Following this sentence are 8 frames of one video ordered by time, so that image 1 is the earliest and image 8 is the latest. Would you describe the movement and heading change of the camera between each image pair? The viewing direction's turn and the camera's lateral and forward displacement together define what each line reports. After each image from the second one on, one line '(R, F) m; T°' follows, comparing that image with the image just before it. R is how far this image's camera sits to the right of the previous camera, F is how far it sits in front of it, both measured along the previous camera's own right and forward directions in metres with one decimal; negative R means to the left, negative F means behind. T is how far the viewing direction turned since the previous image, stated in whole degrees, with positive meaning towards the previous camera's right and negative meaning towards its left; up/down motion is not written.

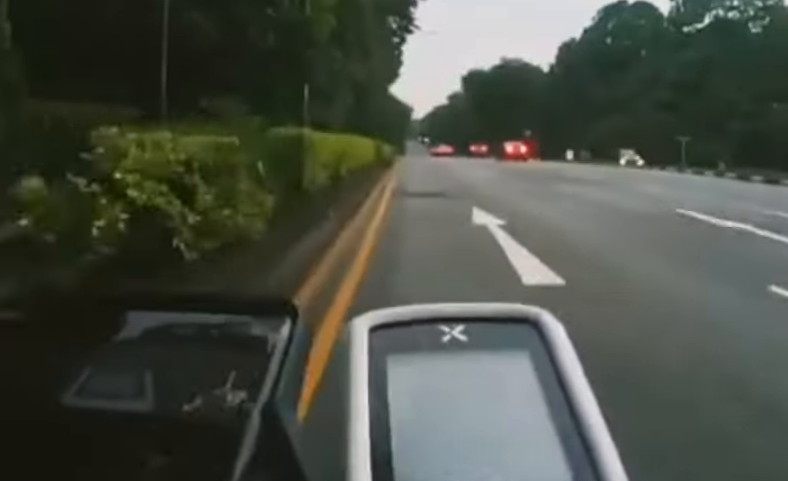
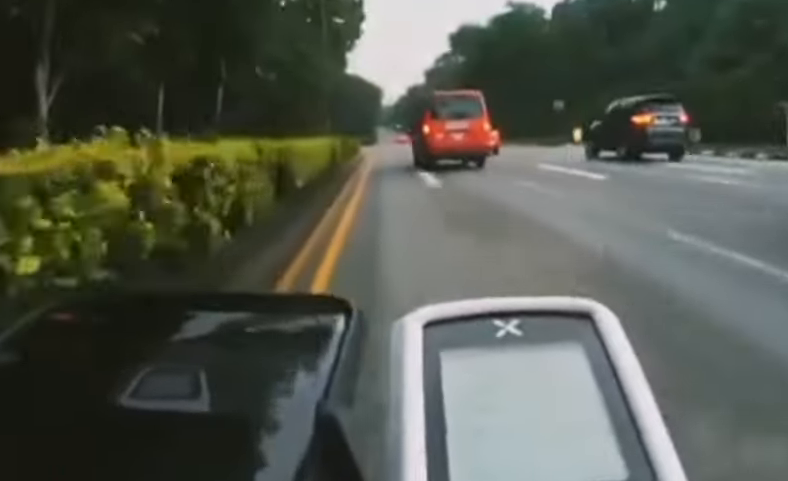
(-0.8, +16.6) m; 0°
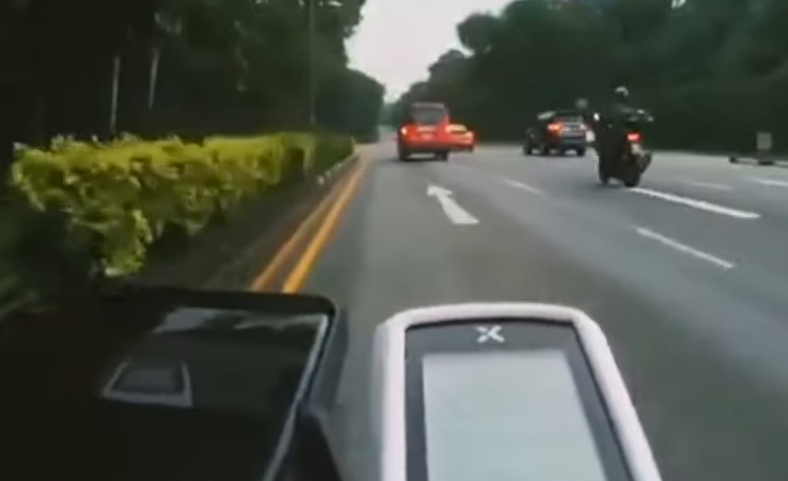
(-0.3, +3.7) m; +1°
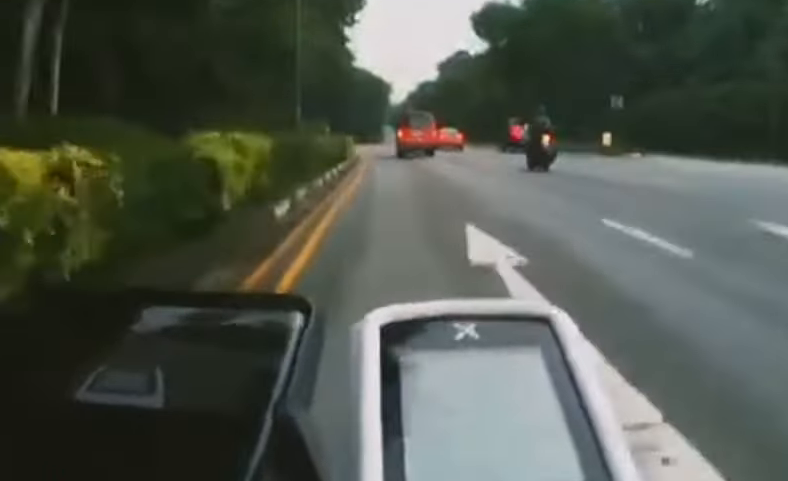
(+0.7, +3.8) m; 0°
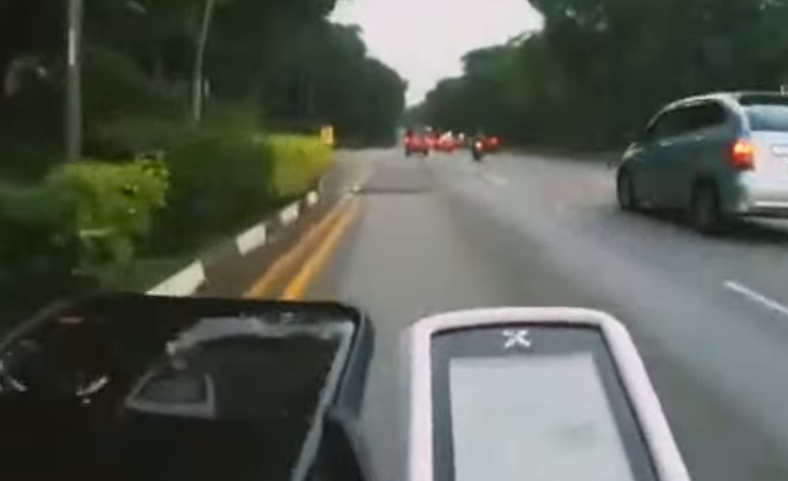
(-1.0, +10.3) m; 0°
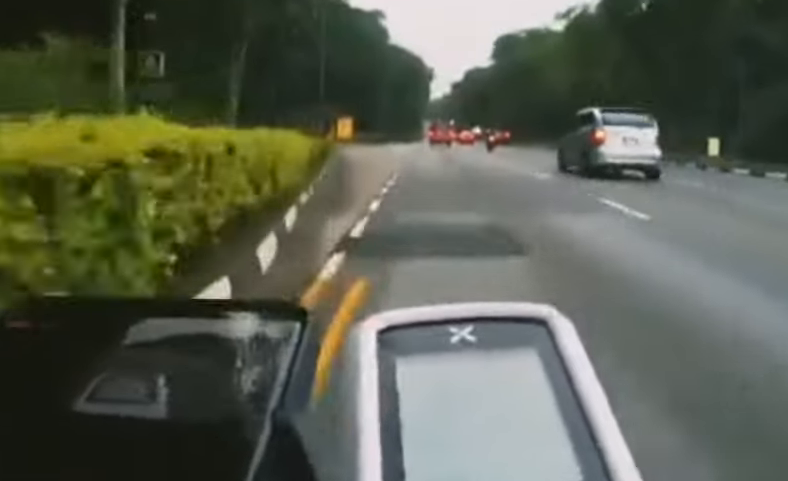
(+1.0, +5.0) m; 0°
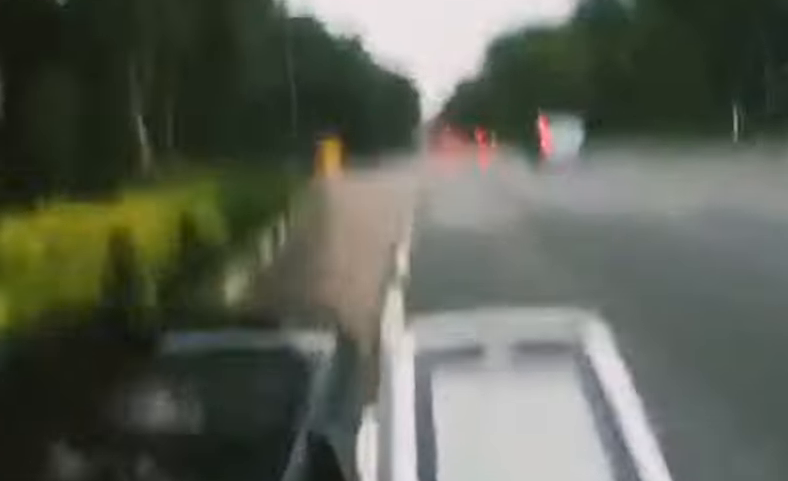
(+0.2, +4.7) m; -2°
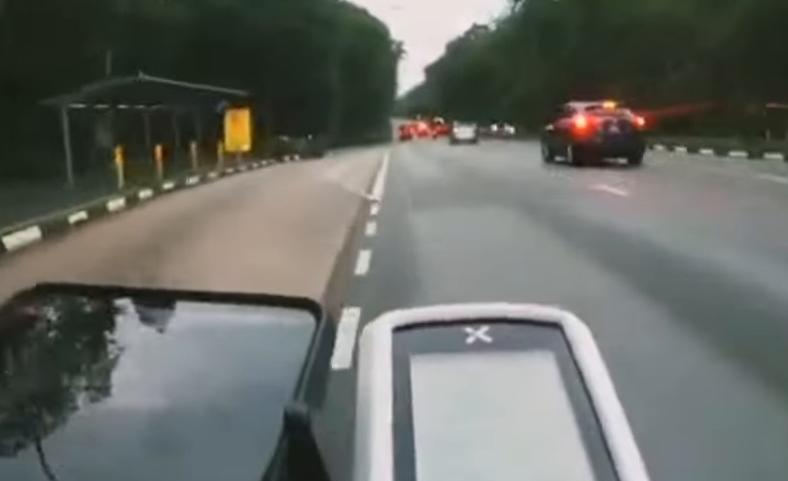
(-1.4, +14.6) m; +3°
